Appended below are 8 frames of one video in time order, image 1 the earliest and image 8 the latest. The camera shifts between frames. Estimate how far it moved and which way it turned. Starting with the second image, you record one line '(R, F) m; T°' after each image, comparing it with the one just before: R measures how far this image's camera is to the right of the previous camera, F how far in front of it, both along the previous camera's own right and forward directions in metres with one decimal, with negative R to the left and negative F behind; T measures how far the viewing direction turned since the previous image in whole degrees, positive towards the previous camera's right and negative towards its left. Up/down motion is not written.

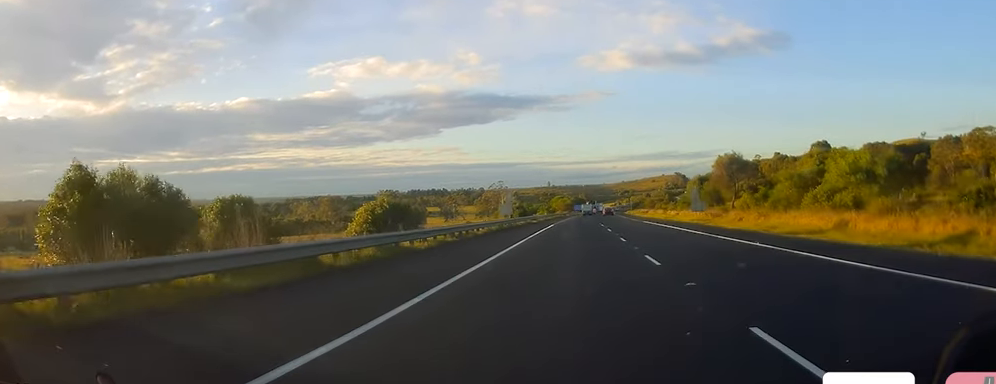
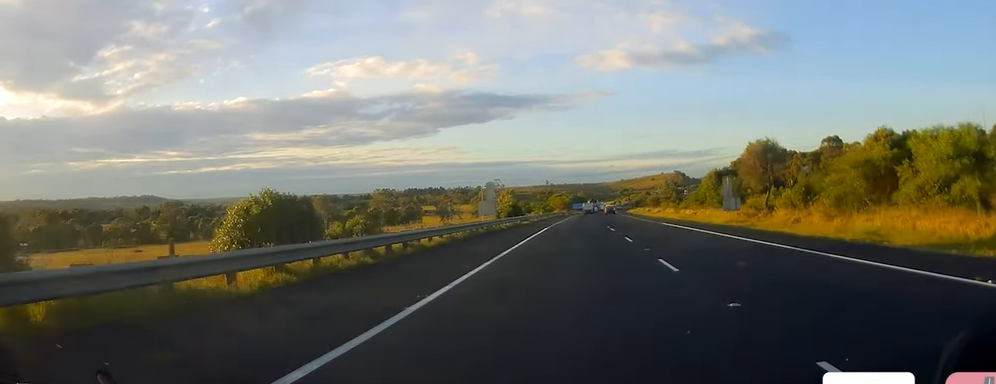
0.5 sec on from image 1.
(-0.1, +13.8) m; +1°
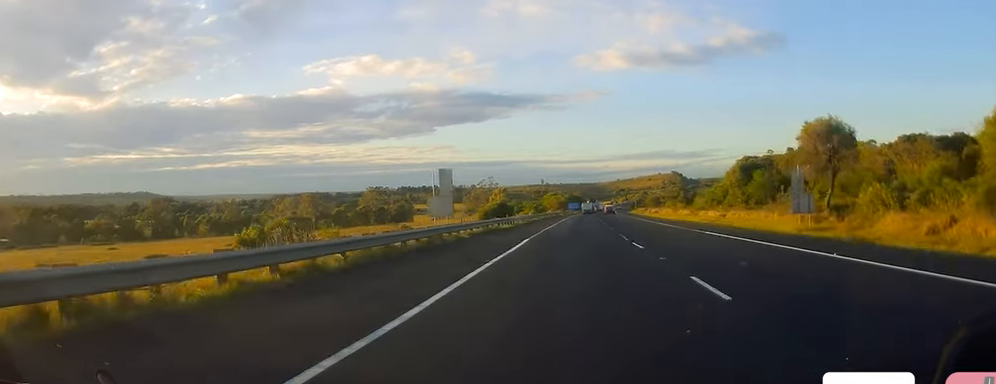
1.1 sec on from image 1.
(+0.5, +16.6) m; +1°
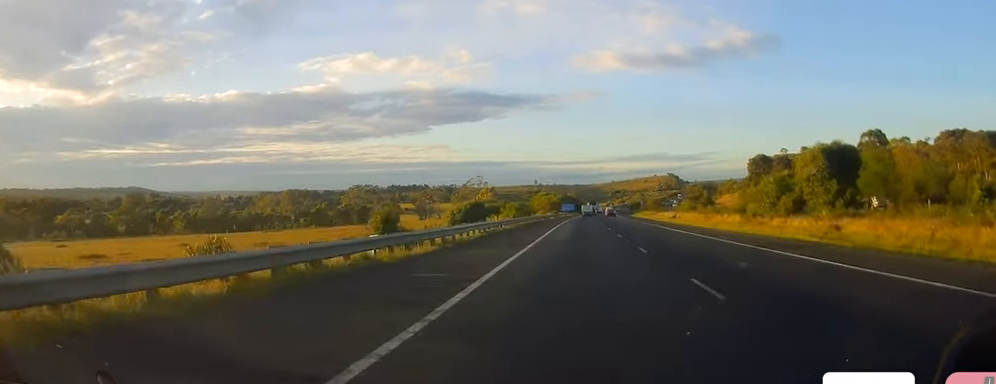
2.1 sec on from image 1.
(+0.1, +28.5) m; +1°
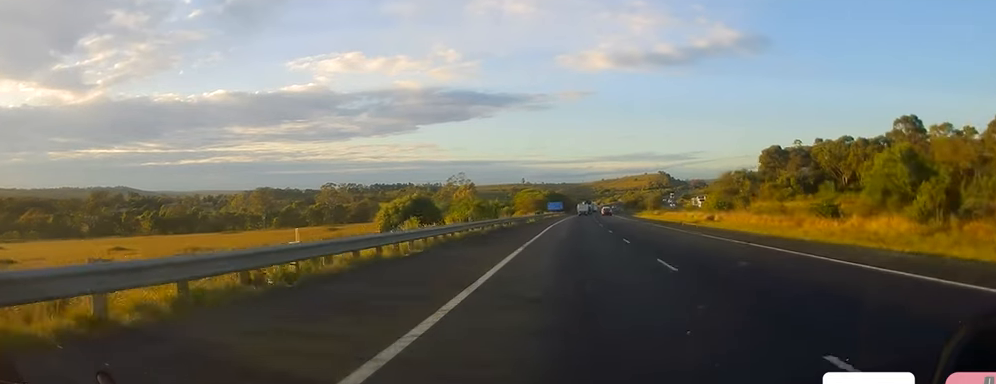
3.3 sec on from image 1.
(+0.2, +31.2) m; 0°
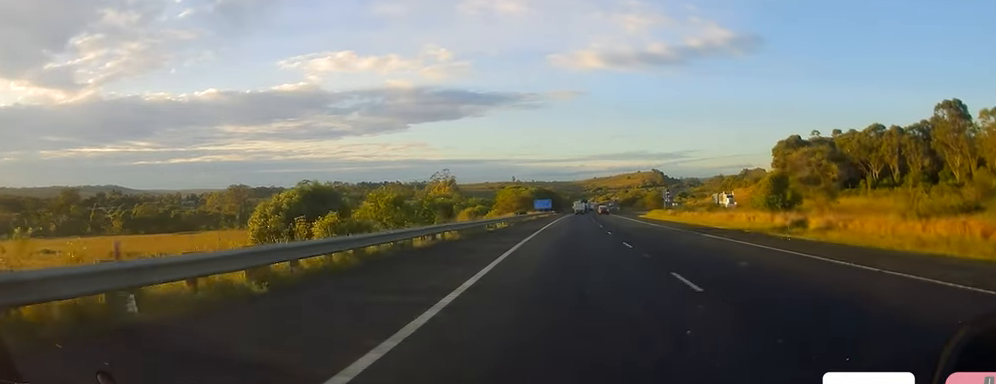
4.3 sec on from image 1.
(-0.3, +27.5) m; 0°
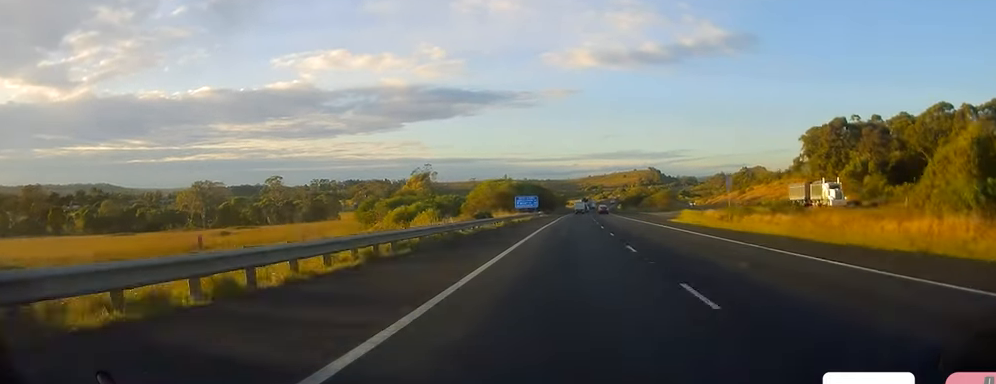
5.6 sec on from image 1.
(+0.3, +37.7) m; 0°
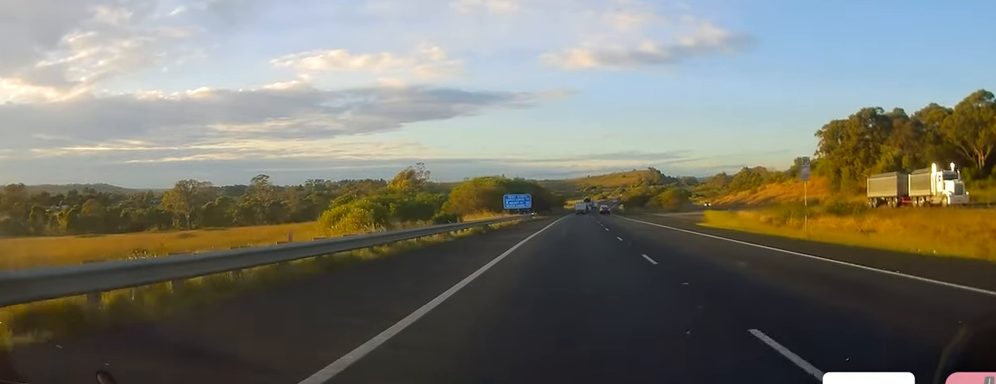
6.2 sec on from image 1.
(-0.3, +16.6) m; 0°
